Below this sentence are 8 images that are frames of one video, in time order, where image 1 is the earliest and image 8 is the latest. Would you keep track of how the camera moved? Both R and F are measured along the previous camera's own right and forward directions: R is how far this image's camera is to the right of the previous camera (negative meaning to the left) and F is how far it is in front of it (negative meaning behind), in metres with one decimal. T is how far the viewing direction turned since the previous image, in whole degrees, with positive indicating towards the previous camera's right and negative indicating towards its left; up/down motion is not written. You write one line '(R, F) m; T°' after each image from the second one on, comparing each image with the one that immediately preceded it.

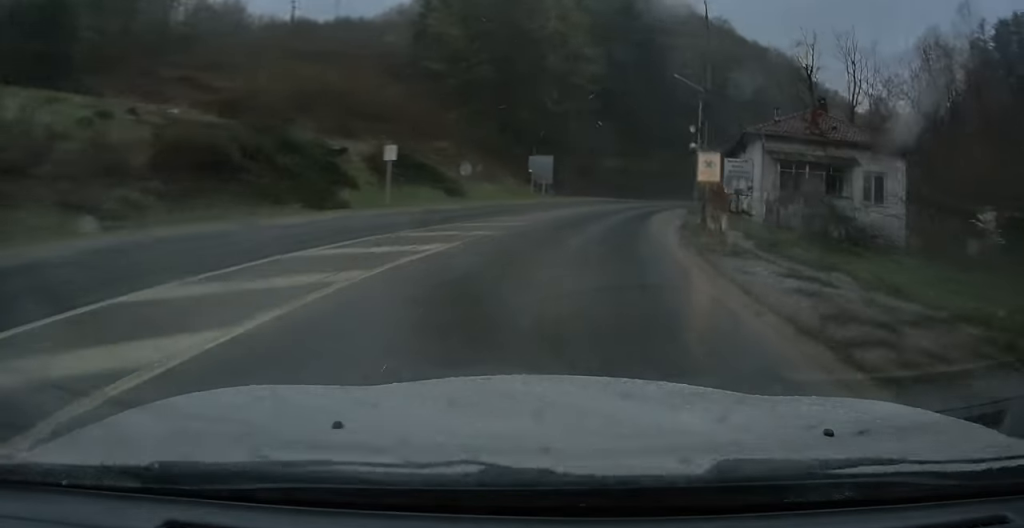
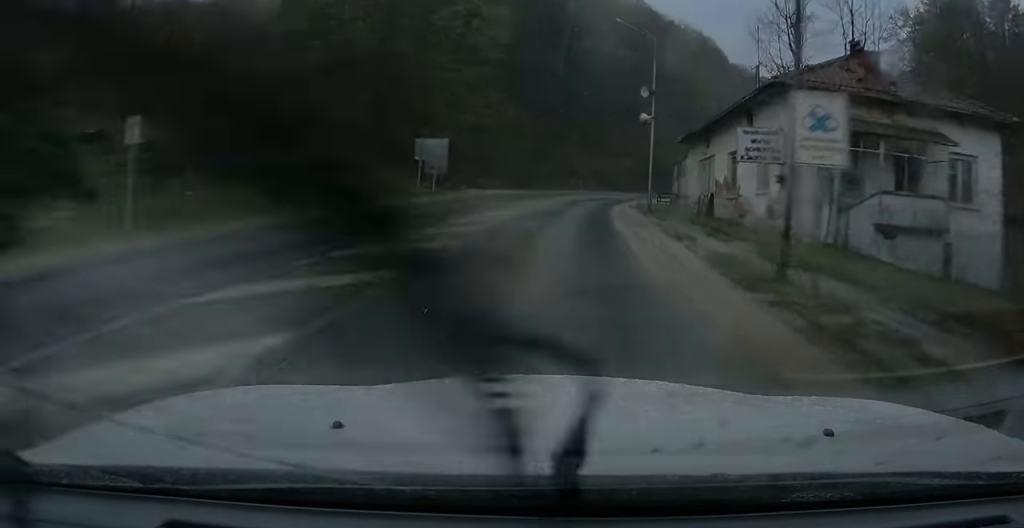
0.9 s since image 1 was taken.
(+0.8, +13.4) m; +6°
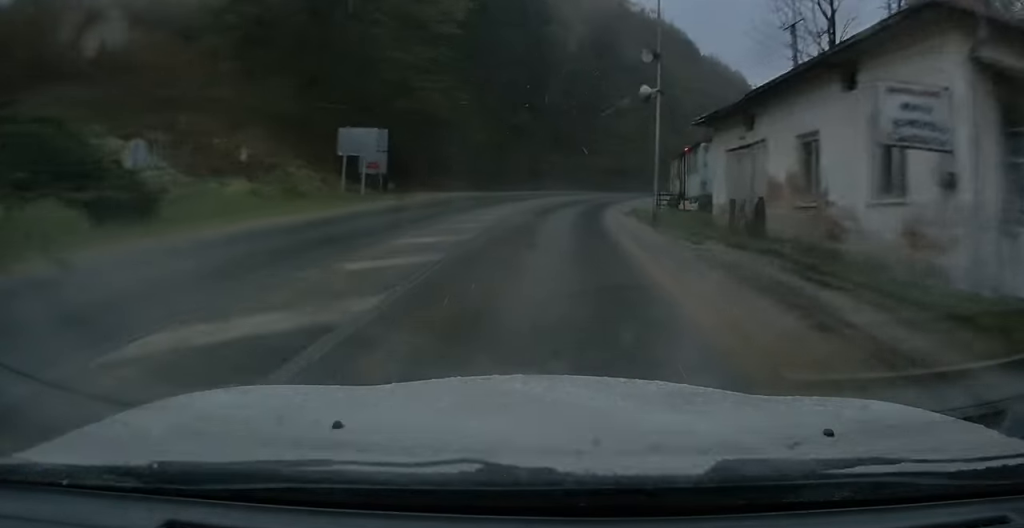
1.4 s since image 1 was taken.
(0.0, +8.9) m; +4°
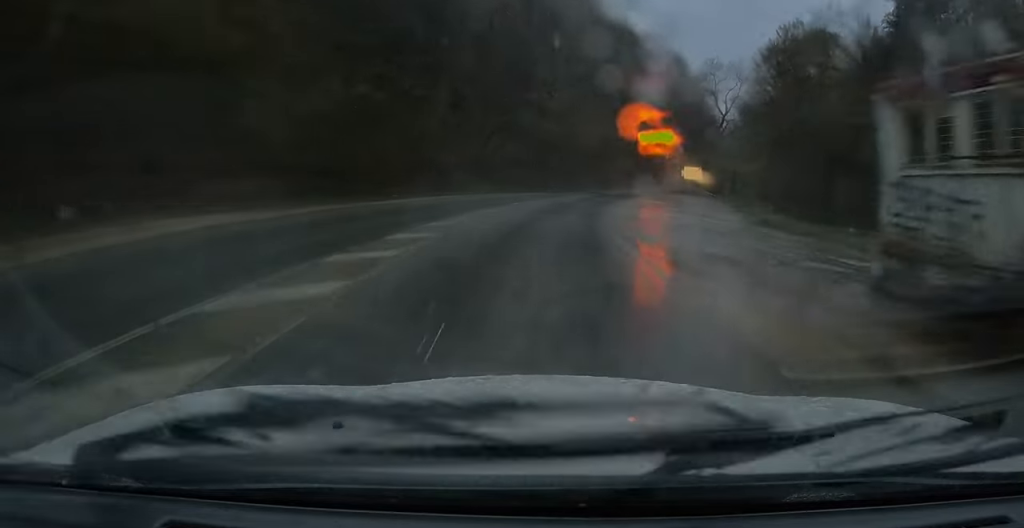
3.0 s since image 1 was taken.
(+2.1, +25.9) m; +8°
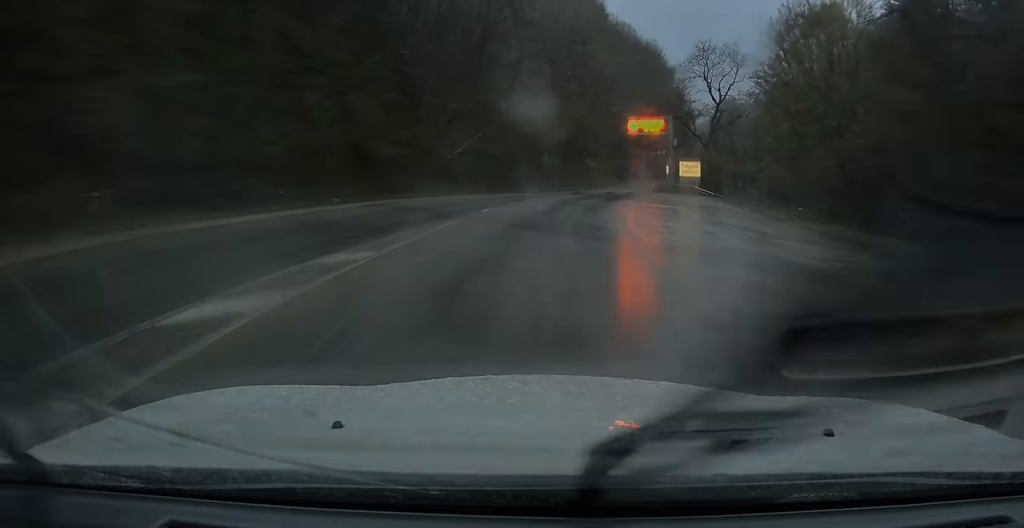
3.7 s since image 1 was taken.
(+0.1, +10.5) m; +3°
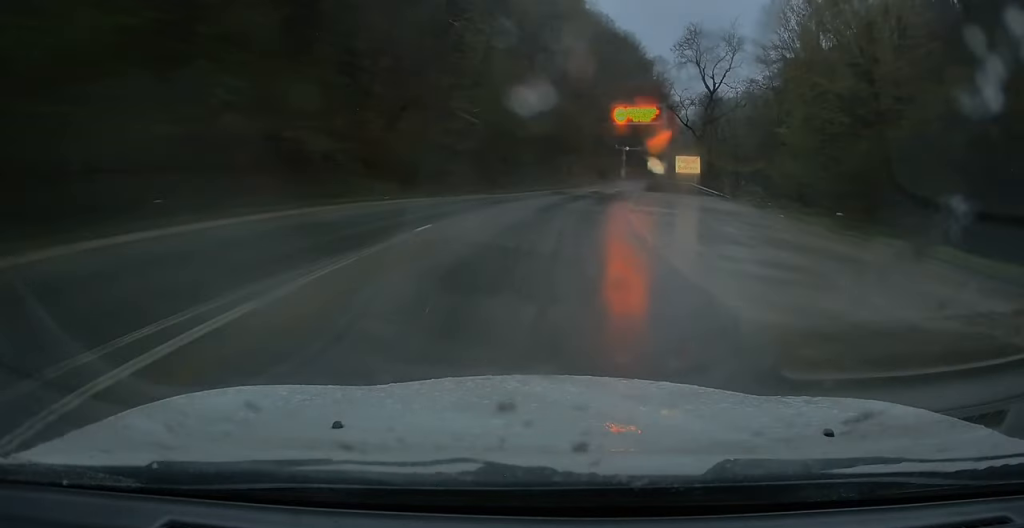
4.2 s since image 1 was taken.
(+0.3, +8.4) m; +3°
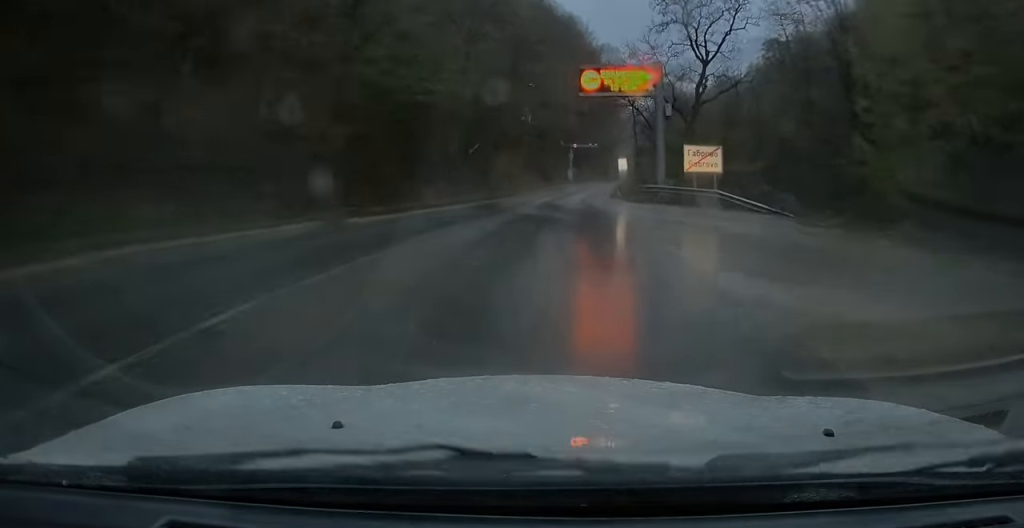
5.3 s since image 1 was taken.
(+0.9, +19.8) m; +6°
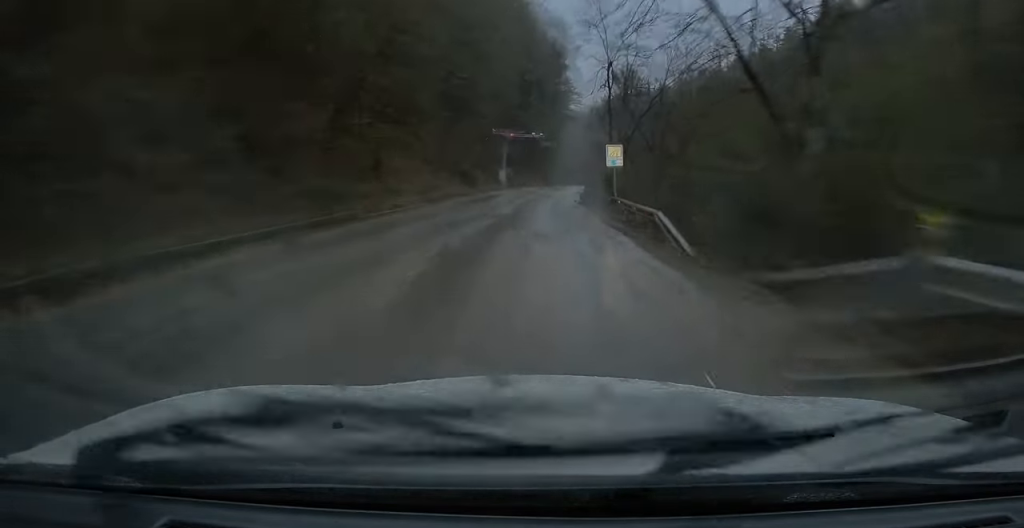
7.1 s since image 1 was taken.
(+2.2, +30.6) m; +6°
